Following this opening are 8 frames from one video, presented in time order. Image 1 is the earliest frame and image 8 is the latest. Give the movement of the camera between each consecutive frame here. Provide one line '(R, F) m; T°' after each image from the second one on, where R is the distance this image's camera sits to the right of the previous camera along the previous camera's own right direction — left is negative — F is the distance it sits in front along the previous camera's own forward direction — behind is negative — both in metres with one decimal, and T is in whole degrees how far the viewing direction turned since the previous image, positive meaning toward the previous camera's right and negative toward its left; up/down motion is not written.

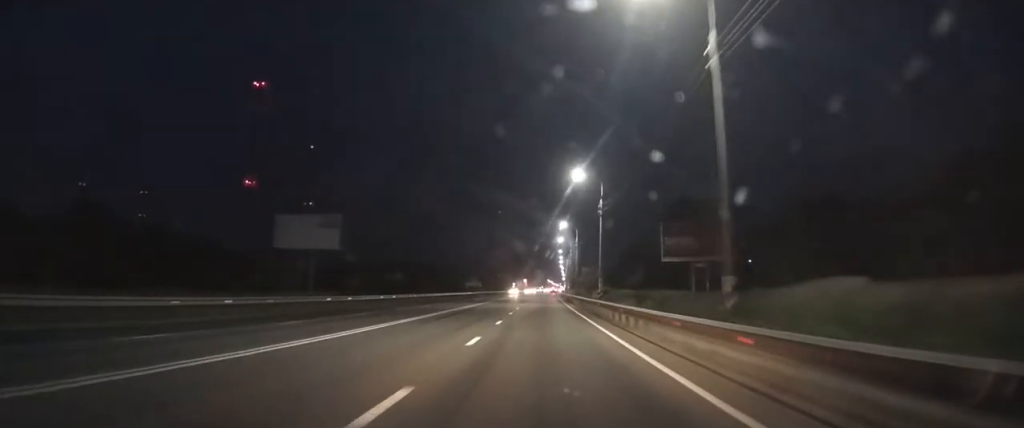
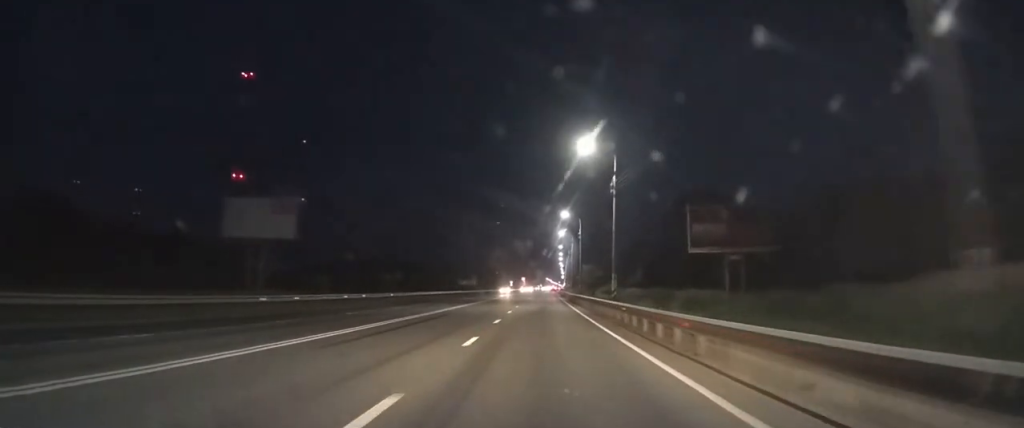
(-0.1, +8.6) m; 0°
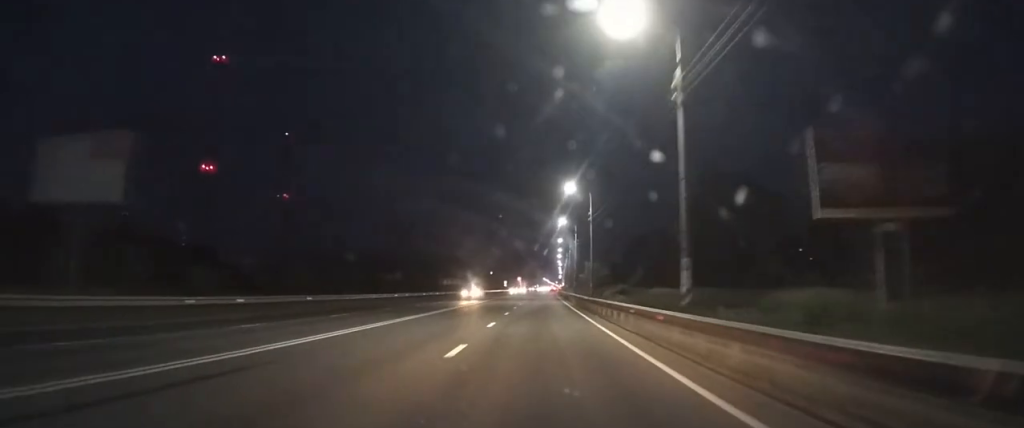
(+0.1, +17.7) m; +1°
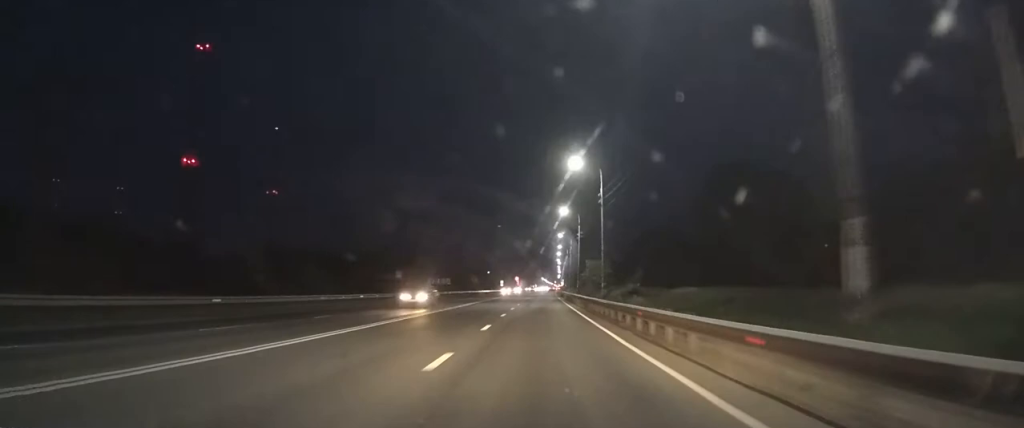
(+0.1, +9.8) m; 0°
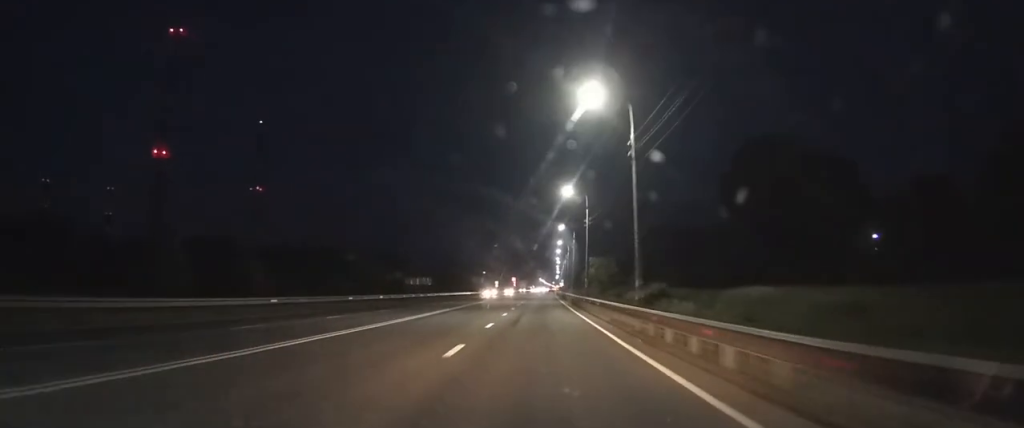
(+0.1, +14.4) m; +1°
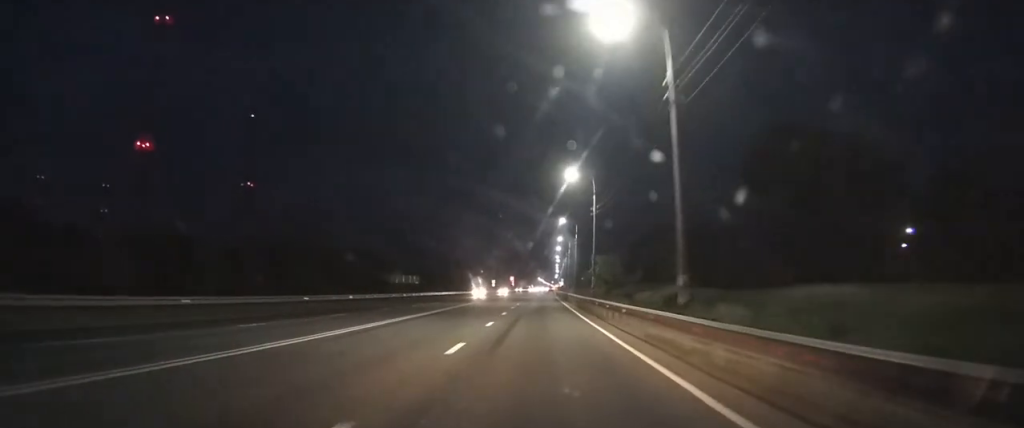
(+0.1, +7.8) m; 0°
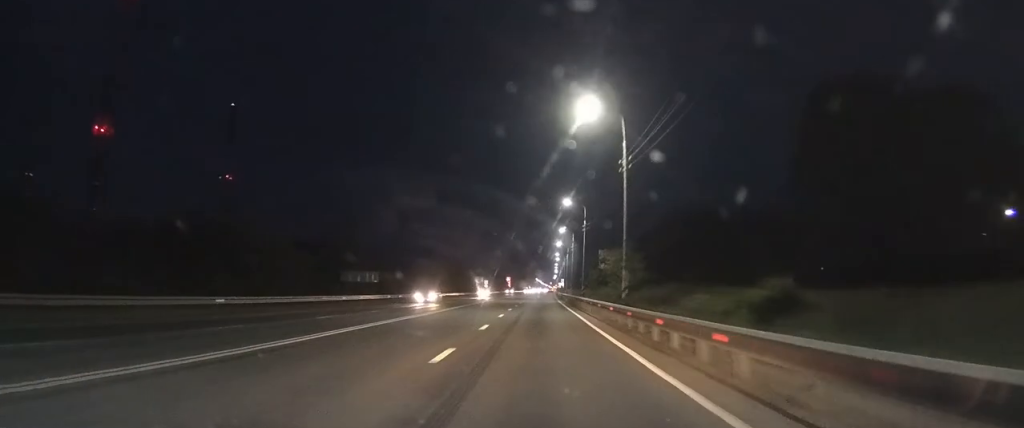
(+0.1, +17.5) m; 0°
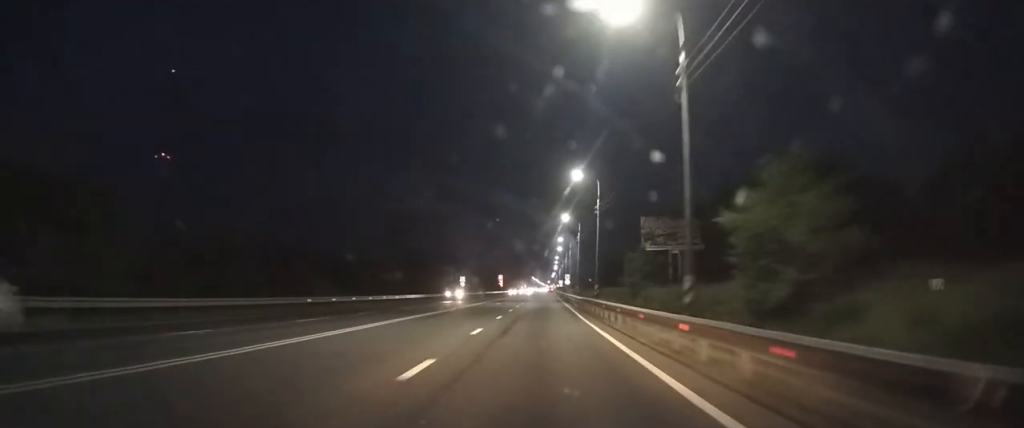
(-0.1, +42.9) m; 0°
